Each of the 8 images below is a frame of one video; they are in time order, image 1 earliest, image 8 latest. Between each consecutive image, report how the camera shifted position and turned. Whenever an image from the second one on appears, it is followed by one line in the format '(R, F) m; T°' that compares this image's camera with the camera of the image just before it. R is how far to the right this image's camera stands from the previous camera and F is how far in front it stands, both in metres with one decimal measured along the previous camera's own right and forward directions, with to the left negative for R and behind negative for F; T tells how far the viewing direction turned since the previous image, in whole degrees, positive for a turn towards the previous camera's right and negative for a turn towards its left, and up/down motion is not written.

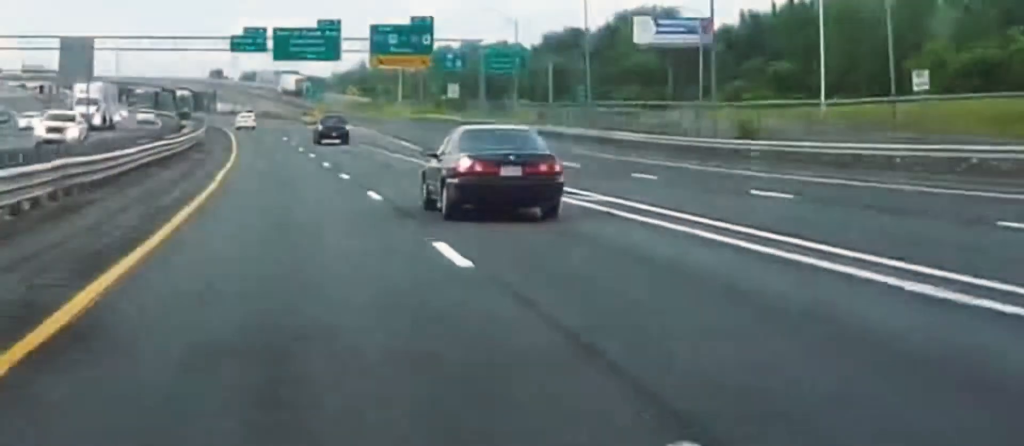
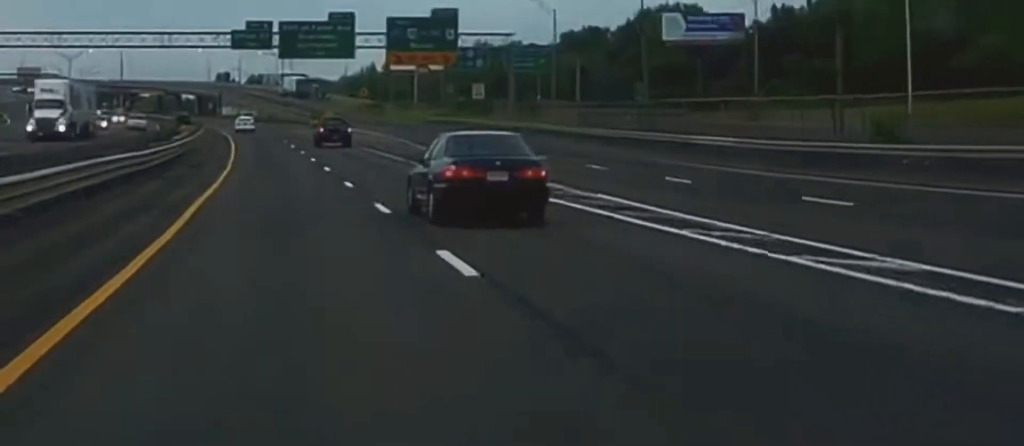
(-0.4, +14.8) m; -1°
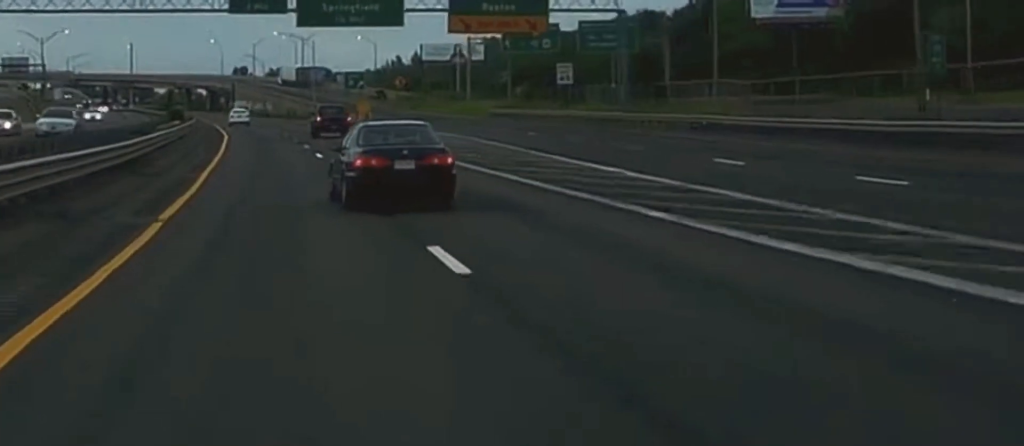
(-0.9, +36.7) m; -1°
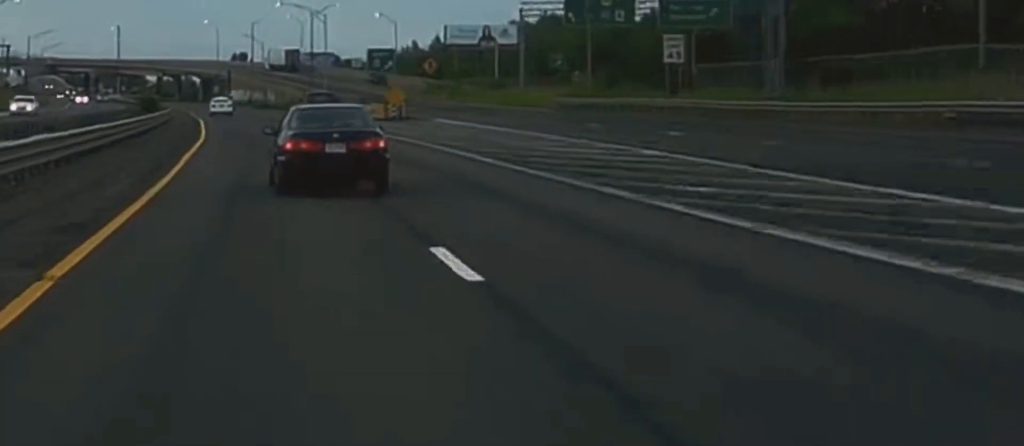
(+0.1, +24.8) m; 0°
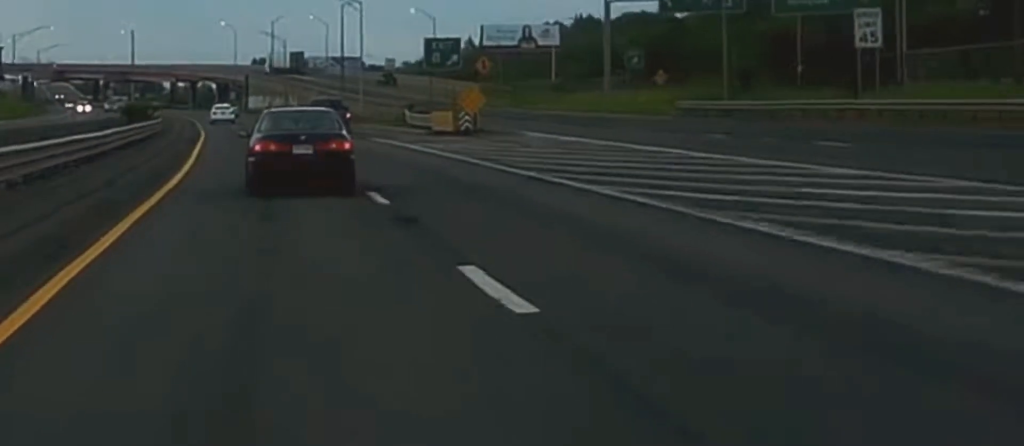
(0.0, +25.8) m; -1°
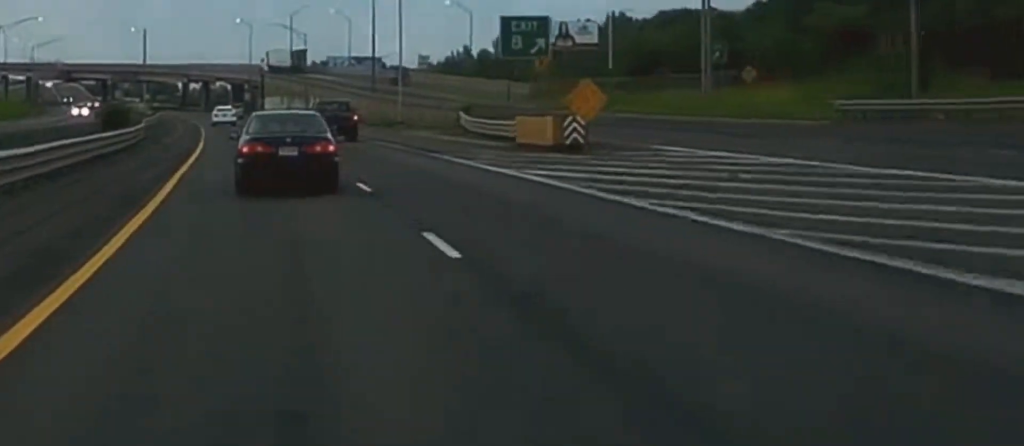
(-0.2, +19.8) m; -1°
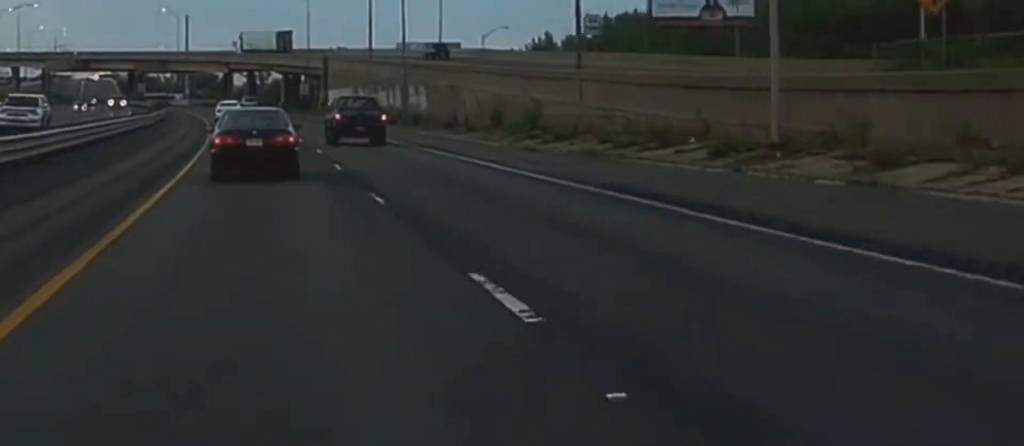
(-1.6, +65.0) m; -1°
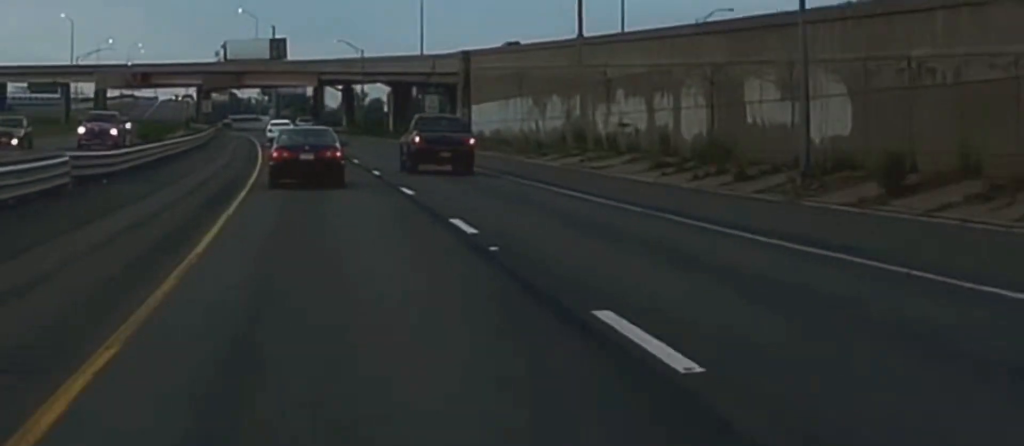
(-0.1, +62.4) m; -2°
